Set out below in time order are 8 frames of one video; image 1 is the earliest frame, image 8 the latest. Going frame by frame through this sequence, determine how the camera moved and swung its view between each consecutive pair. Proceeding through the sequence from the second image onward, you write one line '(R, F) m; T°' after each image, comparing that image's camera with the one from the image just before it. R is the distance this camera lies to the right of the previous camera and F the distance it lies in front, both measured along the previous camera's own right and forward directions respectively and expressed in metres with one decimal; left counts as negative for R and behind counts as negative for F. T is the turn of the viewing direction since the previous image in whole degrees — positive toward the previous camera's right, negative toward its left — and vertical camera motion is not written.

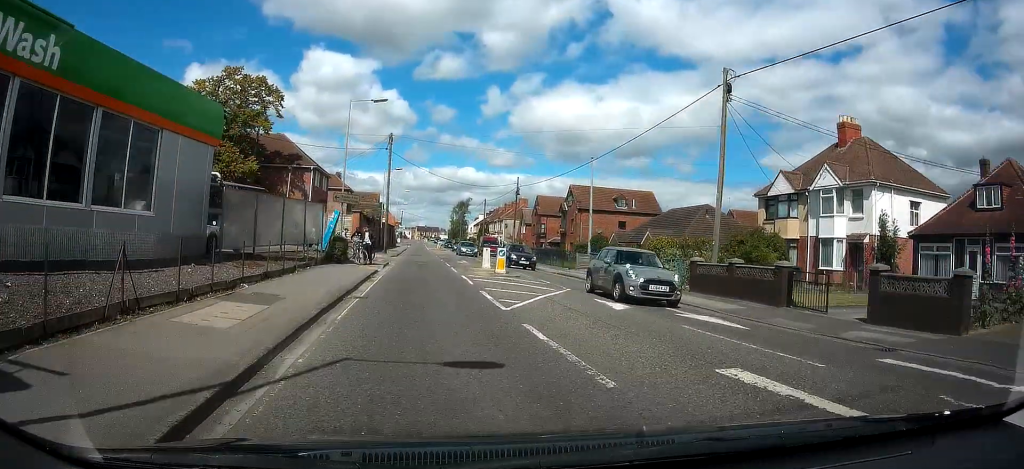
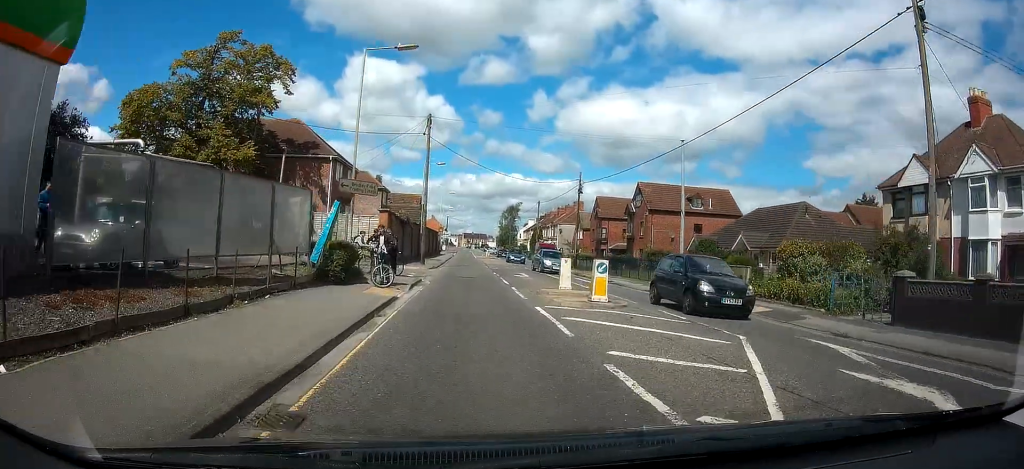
(-0.3, +8.9) m; -4°
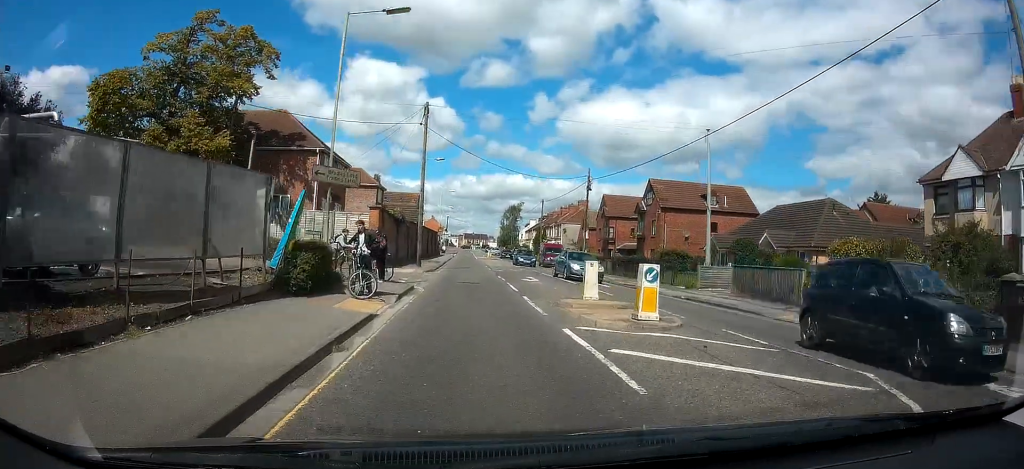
(-0.1, +3.7) m; 0°
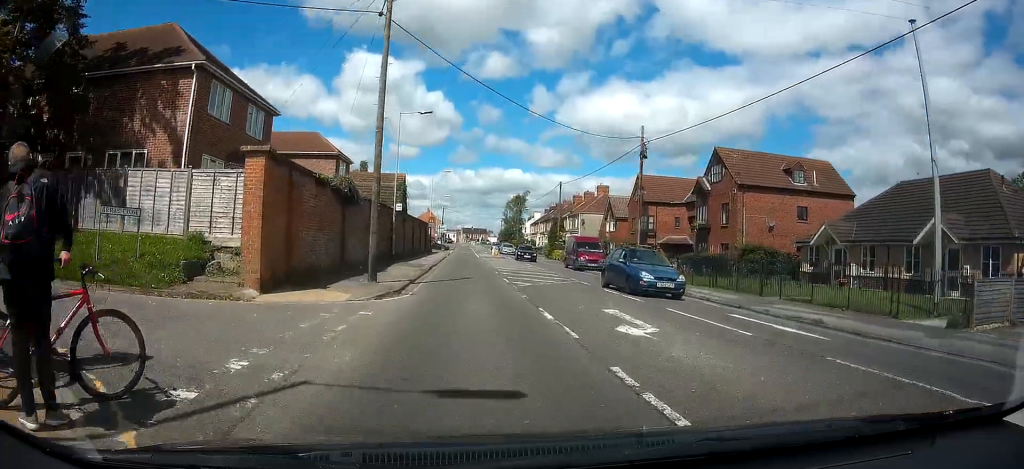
(0.0, +15.6) m; 0°
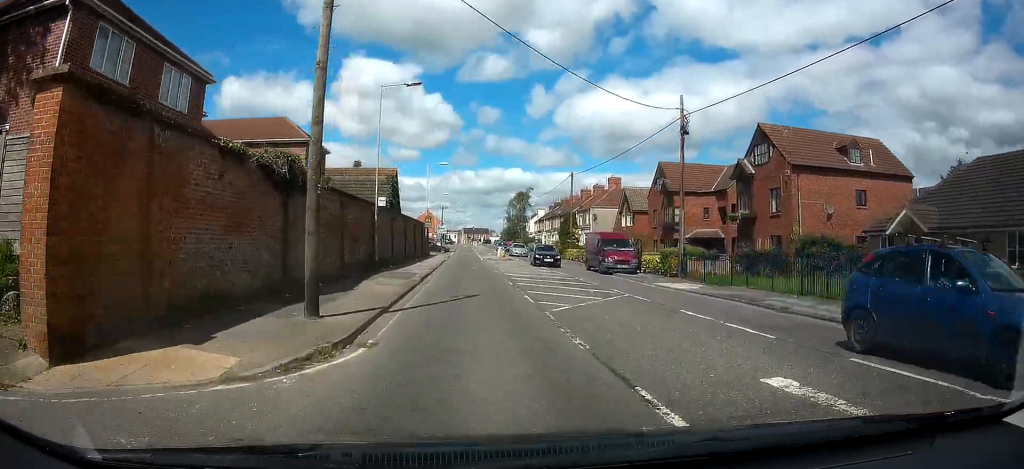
(-0.1, +6.9) m; 0°
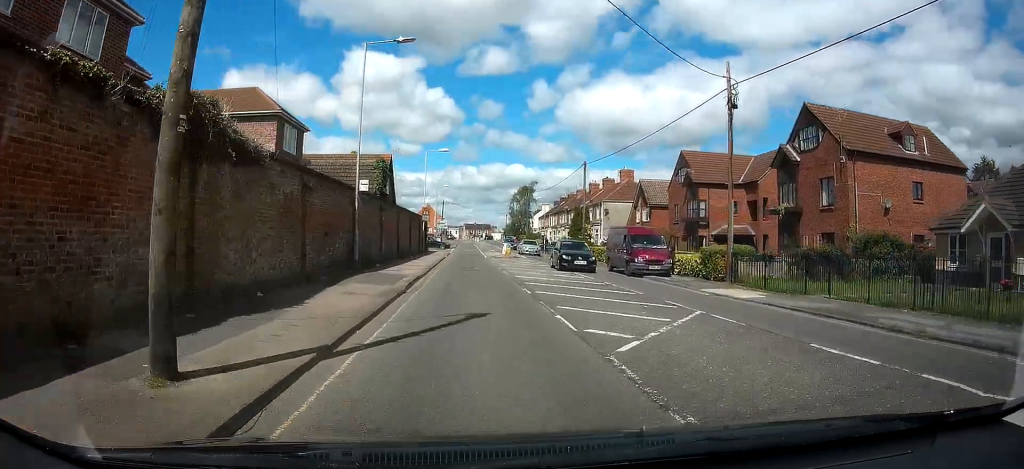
(0.0, +5.3) m; 0°
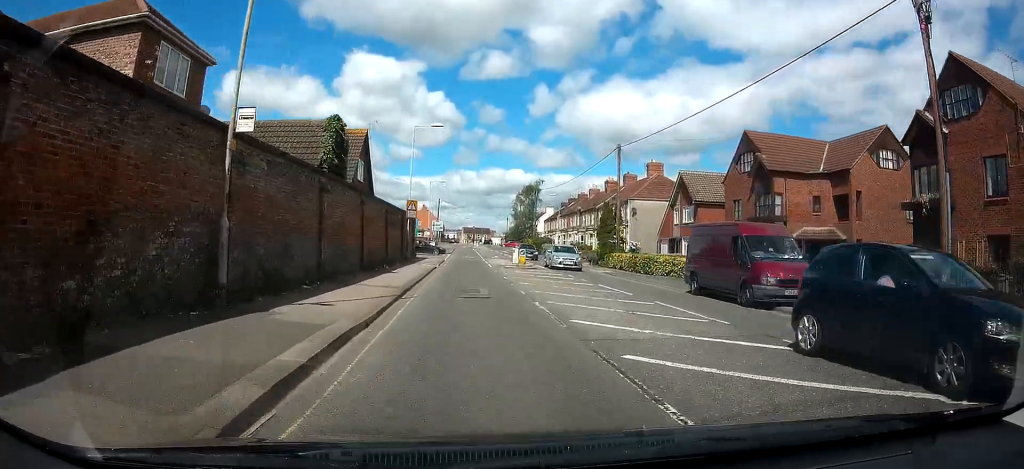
(+0.1, +11.8) m; +1°
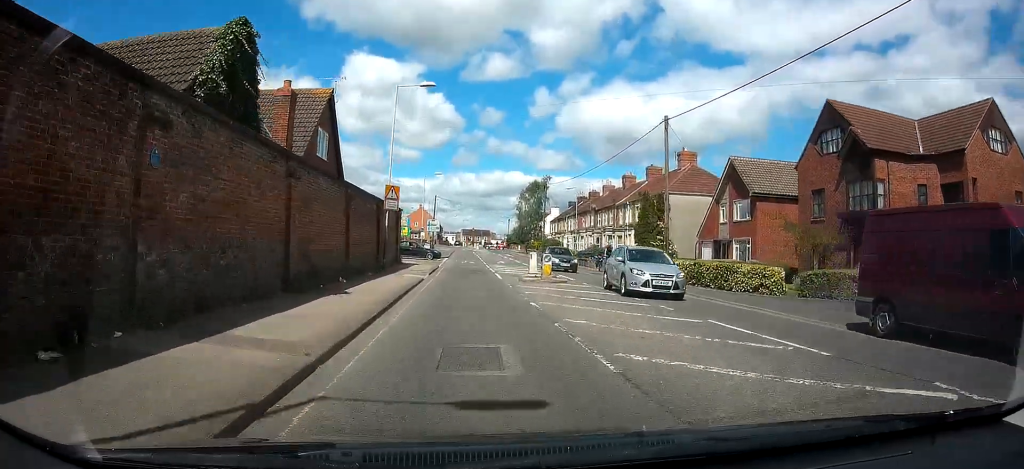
(0.0, +9.5) m; 0°
